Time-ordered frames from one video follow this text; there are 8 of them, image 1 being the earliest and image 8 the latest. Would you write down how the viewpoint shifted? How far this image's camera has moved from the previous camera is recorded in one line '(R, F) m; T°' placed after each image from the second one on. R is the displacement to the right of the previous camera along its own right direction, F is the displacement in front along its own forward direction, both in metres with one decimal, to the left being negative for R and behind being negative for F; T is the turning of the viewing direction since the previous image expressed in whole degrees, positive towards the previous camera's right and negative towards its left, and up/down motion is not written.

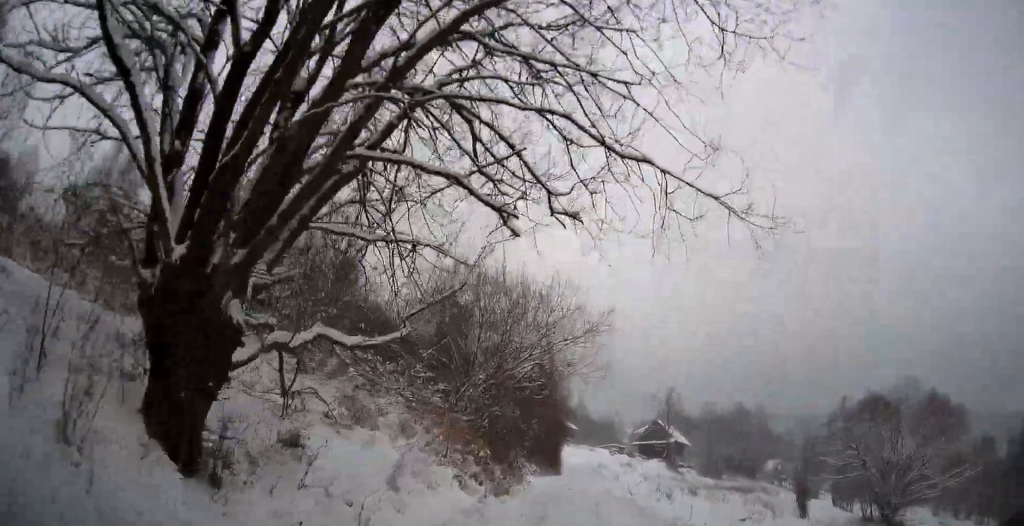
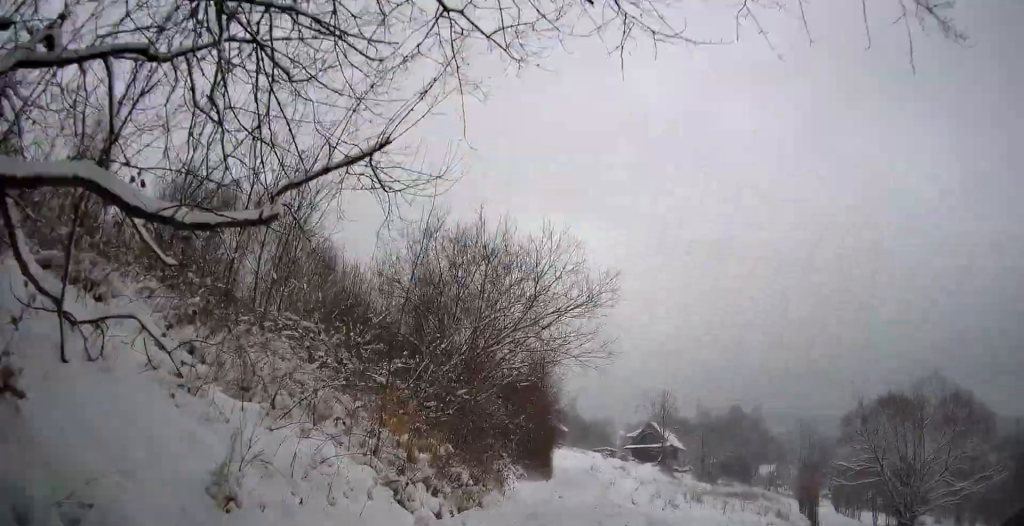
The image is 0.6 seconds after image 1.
(+0.1, +3.9) m; +1°
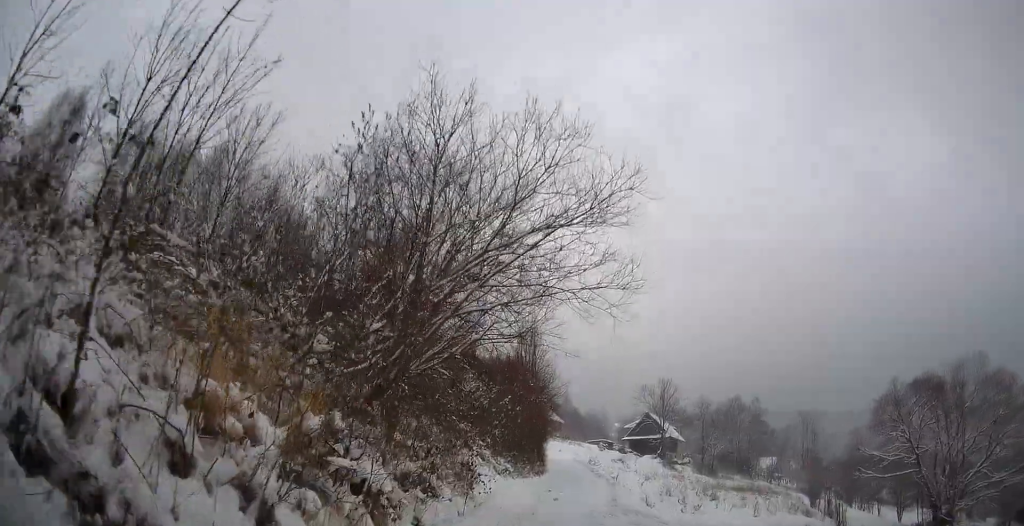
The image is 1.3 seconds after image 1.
(+0.1, +5.2) m; +1°
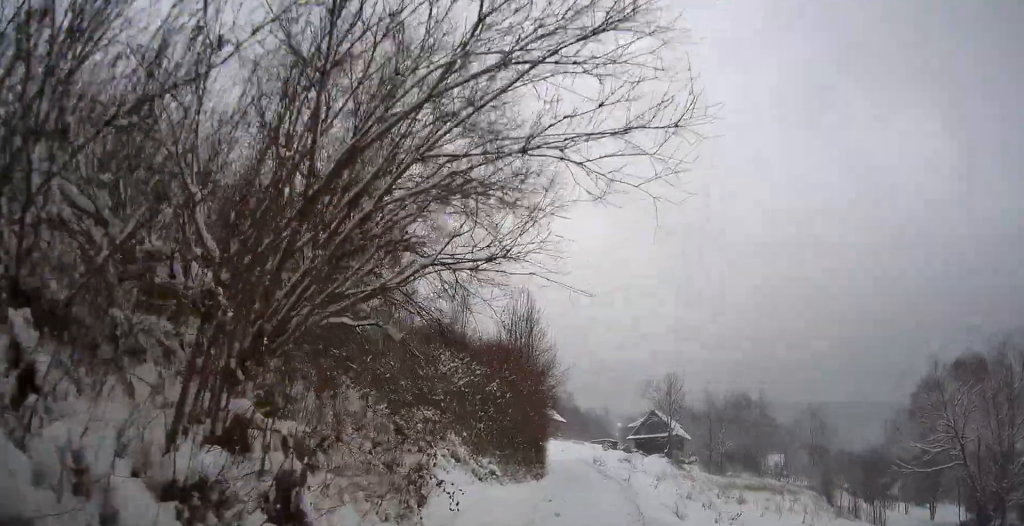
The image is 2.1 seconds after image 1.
(0.0, +4.9) m; 0°
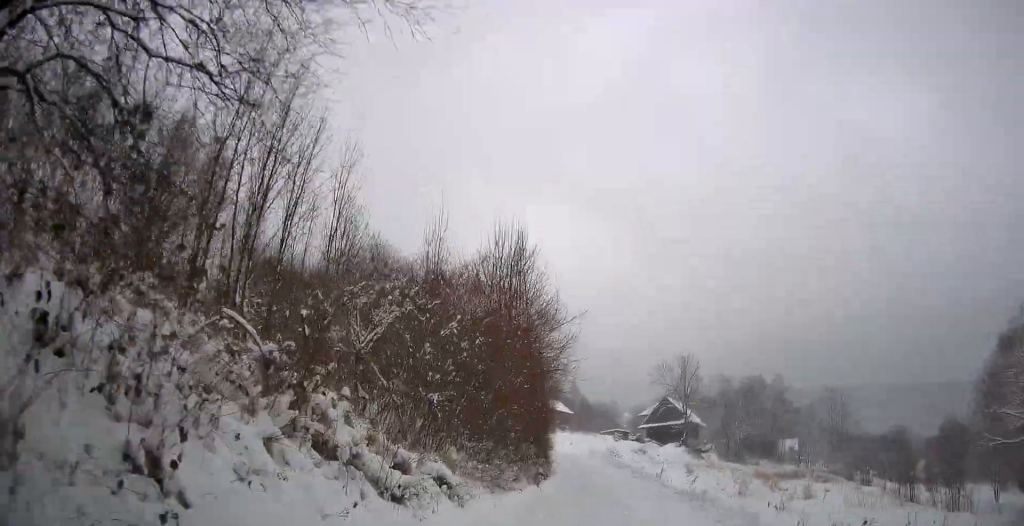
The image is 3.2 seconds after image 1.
(+0.1, +7.7) m; 0°
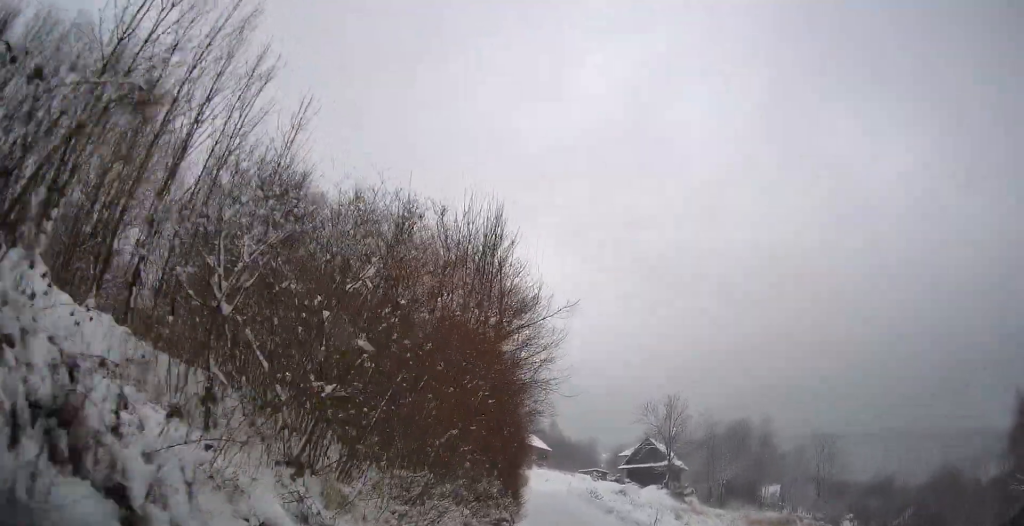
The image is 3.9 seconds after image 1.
(-0.1, +4.3) m; 0°
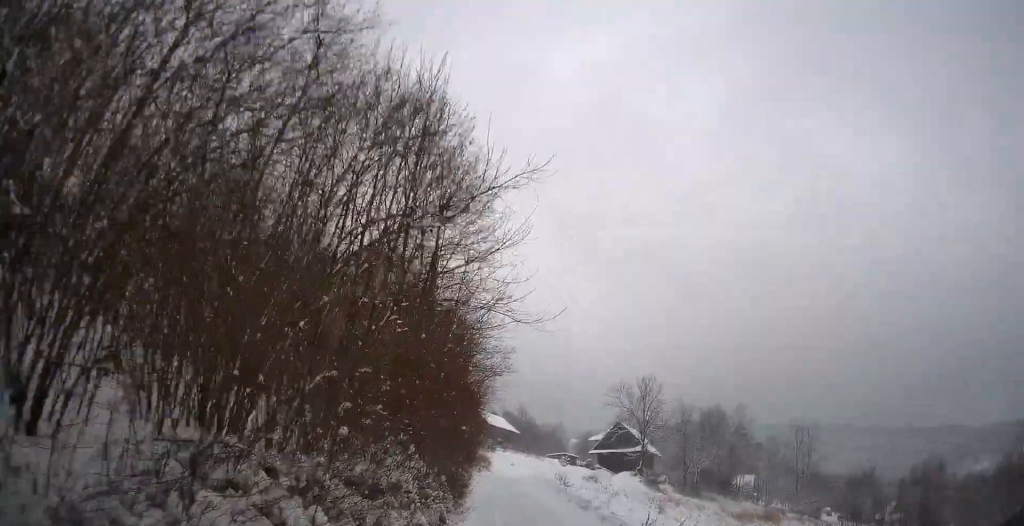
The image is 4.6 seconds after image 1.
(+0.1, +4.9) m; 0°
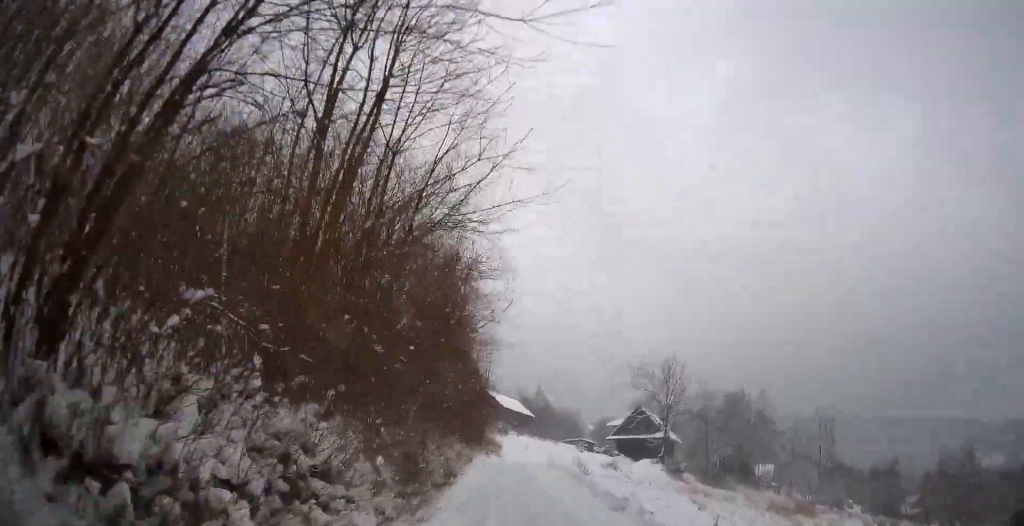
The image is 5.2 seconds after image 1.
(0.0, +4.9) m; -1°
